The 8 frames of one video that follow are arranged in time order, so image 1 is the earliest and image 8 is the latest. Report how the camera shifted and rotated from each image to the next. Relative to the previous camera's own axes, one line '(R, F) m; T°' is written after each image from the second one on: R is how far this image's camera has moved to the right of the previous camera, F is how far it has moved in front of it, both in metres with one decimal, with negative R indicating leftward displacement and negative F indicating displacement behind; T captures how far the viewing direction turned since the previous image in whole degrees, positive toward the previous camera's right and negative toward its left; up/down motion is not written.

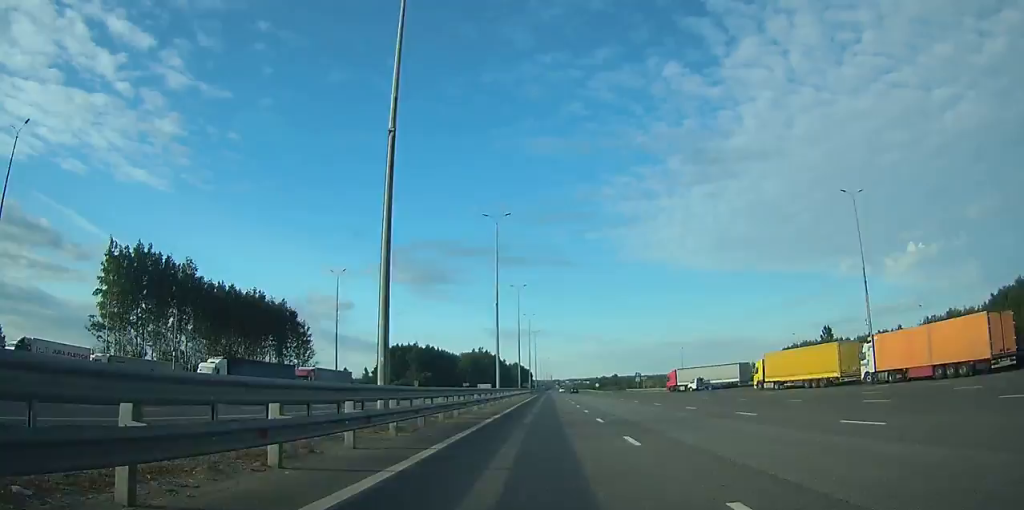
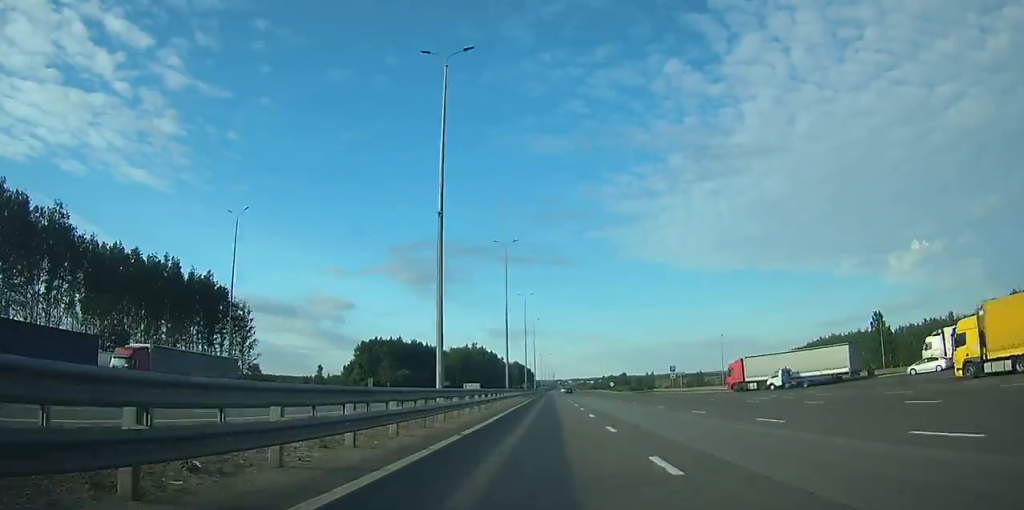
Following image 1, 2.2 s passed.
(+0.2, +35.9) m; 0°
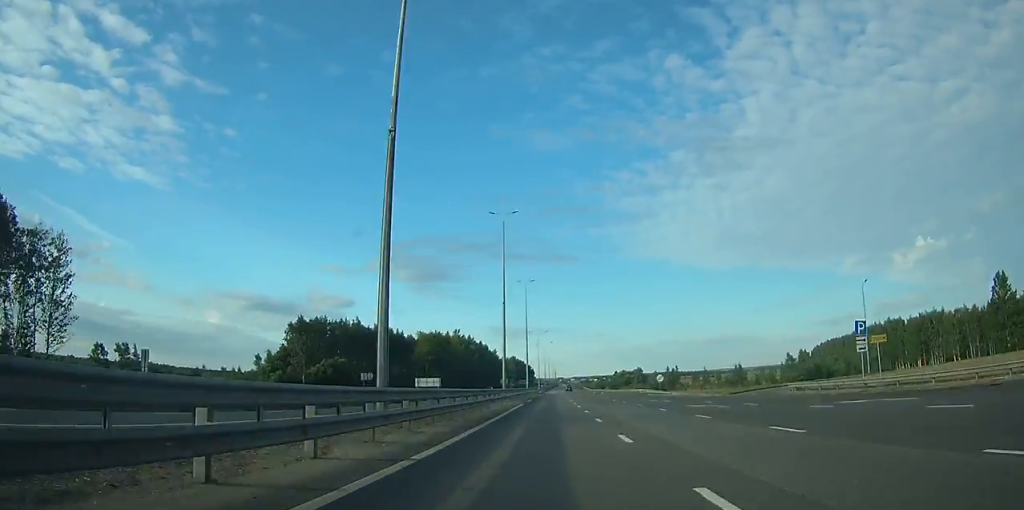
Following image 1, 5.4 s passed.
(+0.1, +57.9) m; 0°
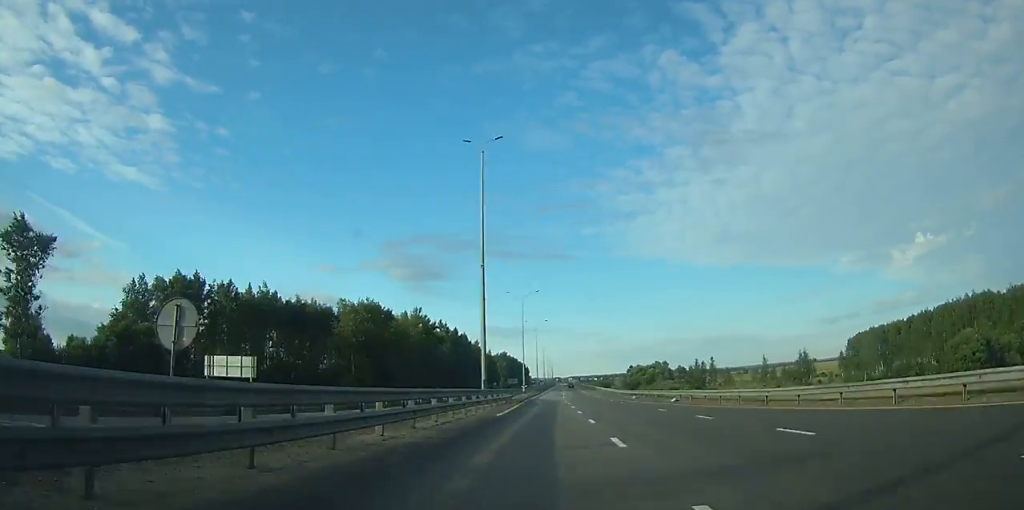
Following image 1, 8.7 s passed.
(-0.2, +64.6) m; 0°
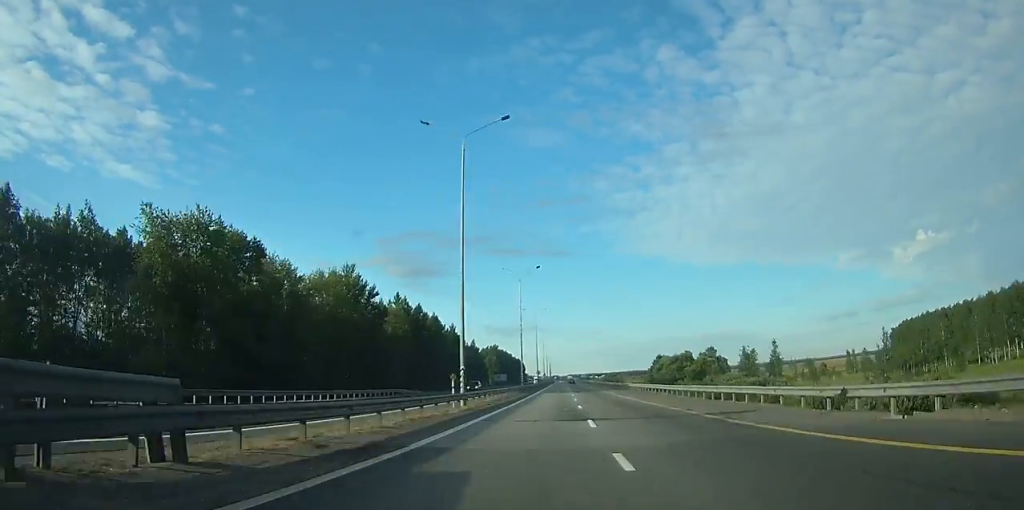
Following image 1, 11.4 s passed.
(-0.1, +62.2) m; 0°
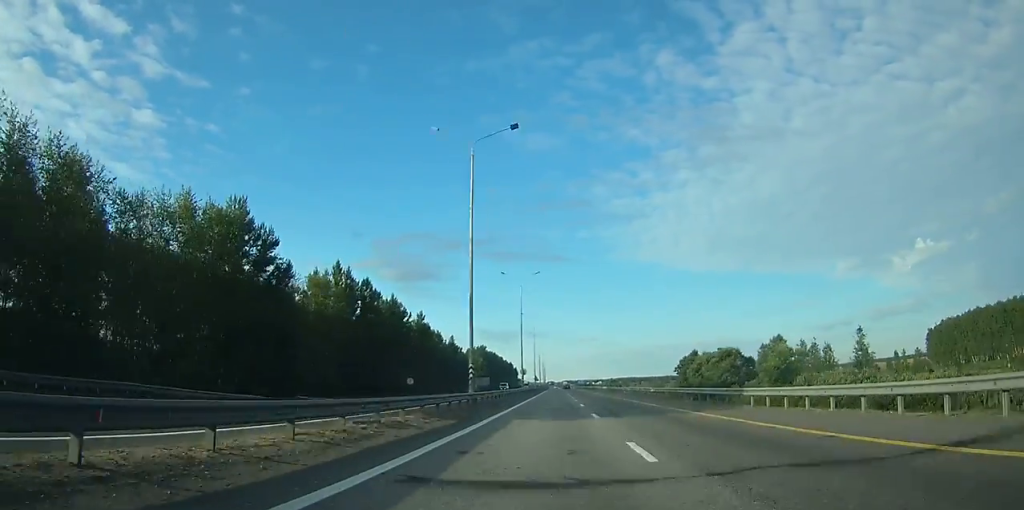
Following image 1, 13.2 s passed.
(+0.2, +46.3) m; 0°
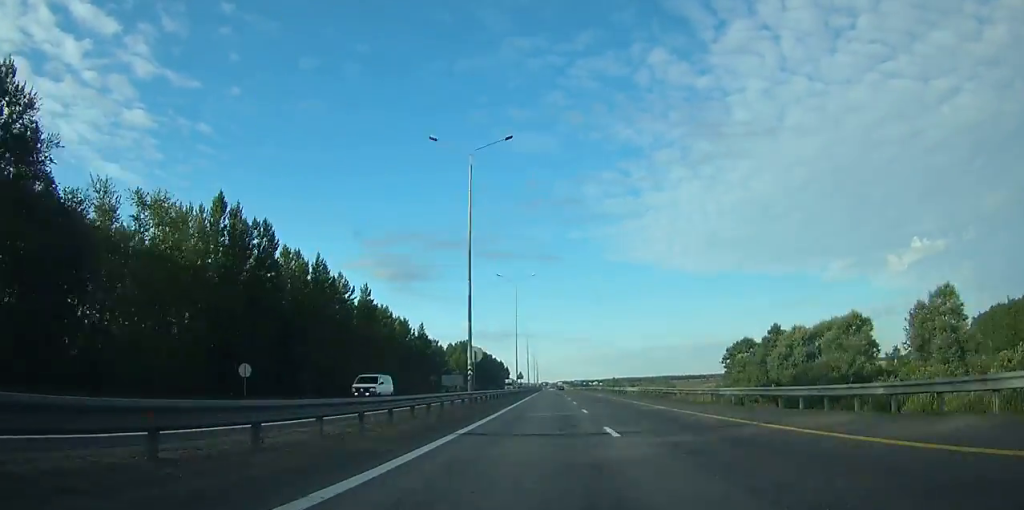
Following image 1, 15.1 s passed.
(+0.1, +47.5) m; 0°
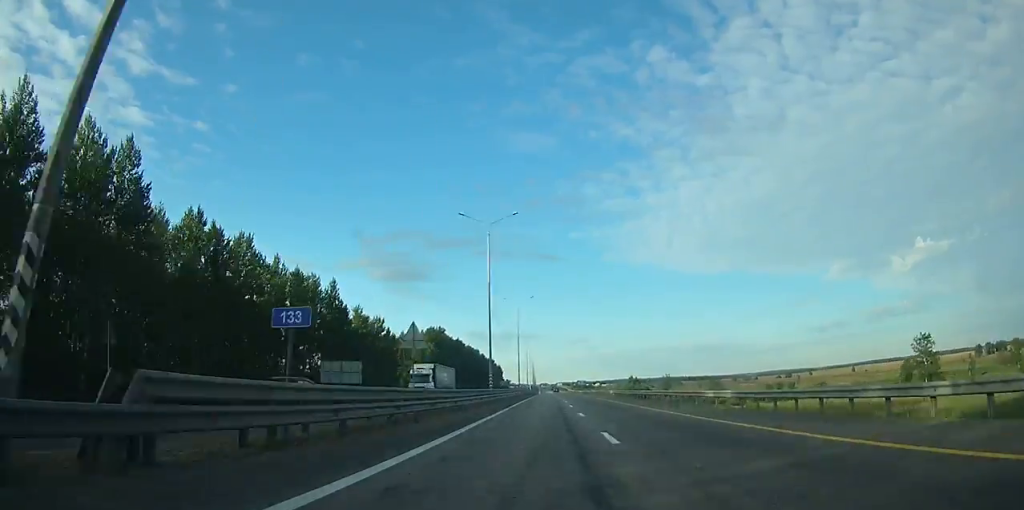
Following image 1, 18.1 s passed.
(+0.6, +81.1) m; +1°
